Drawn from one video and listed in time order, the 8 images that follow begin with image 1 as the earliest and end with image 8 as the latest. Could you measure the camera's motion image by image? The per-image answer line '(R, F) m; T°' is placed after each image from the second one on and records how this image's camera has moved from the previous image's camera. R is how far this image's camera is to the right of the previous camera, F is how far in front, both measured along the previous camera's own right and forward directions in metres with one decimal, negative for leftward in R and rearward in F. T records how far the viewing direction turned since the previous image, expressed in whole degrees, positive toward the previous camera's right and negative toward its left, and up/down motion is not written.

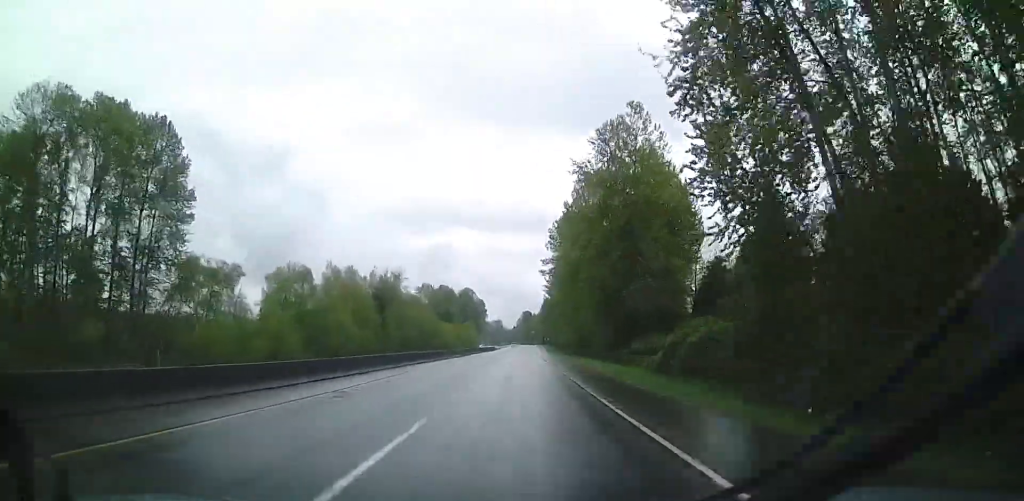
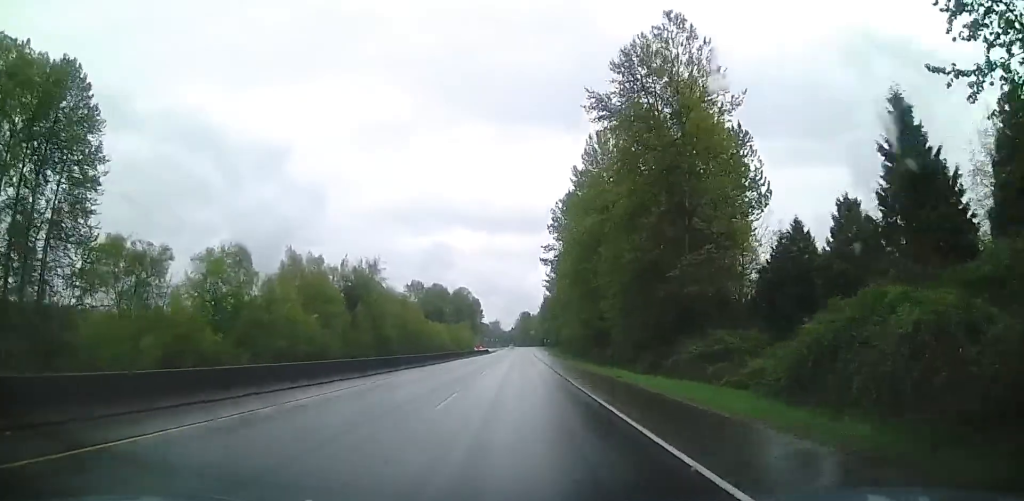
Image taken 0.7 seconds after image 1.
(-0.1, +18.2) m; -1°
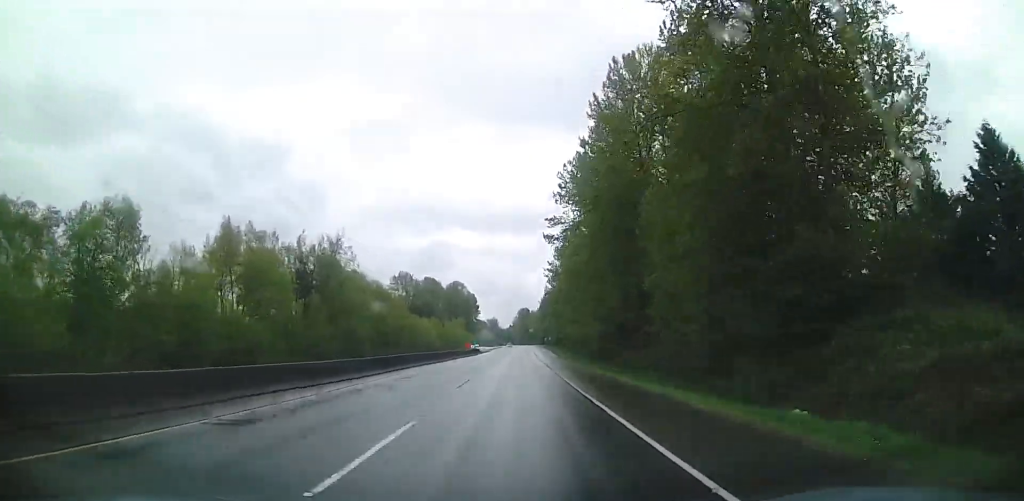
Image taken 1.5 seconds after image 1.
(-0.4, +20.0) m; 0°
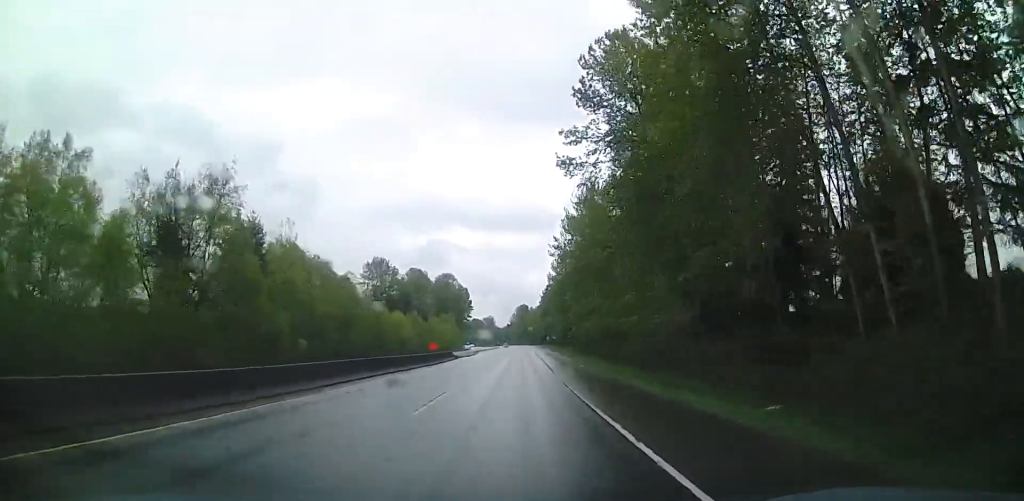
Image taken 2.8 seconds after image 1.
(+0.4, +32.0) m; 0°
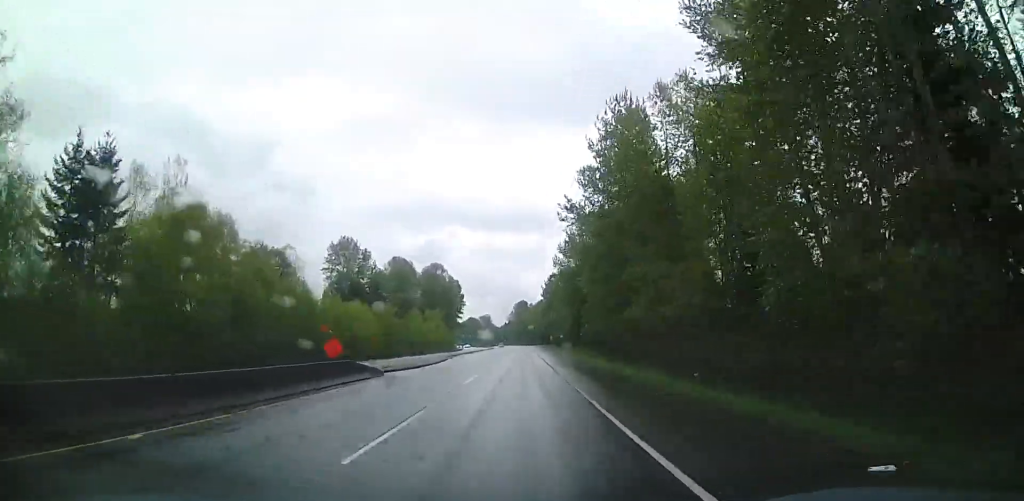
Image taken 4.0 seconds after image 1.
(-0.6, +30.0) m; 0°
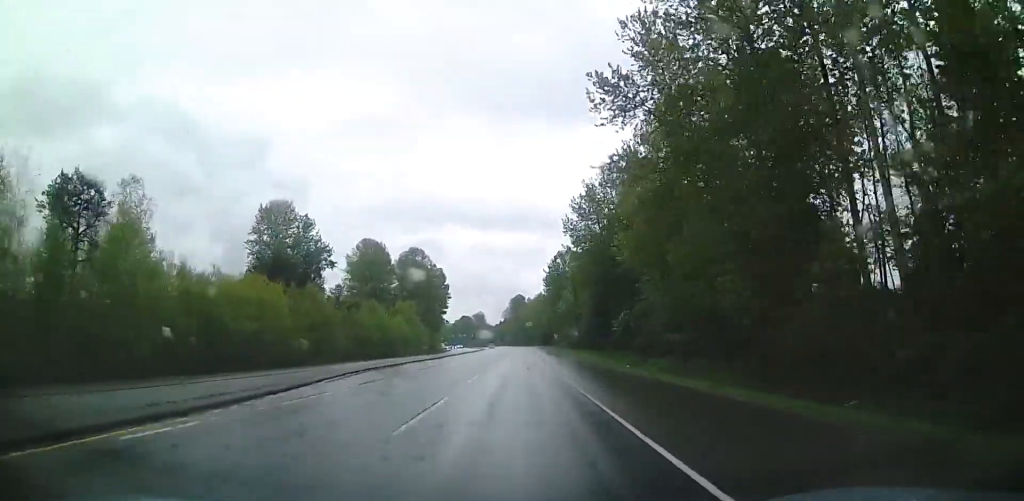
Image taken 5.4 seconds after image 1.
(+0.6, +36.8) m; +1°
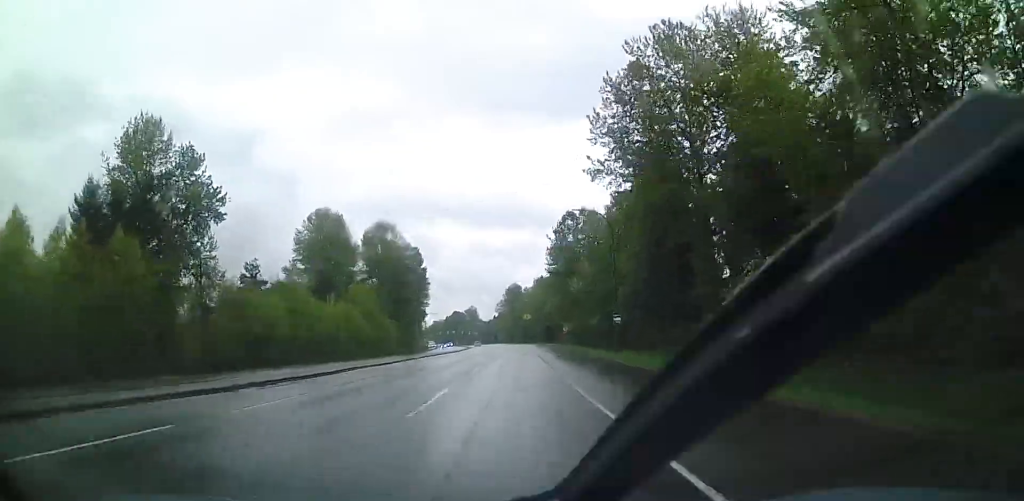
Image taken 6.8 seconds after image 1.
(0.0, +37.1) m; +1°
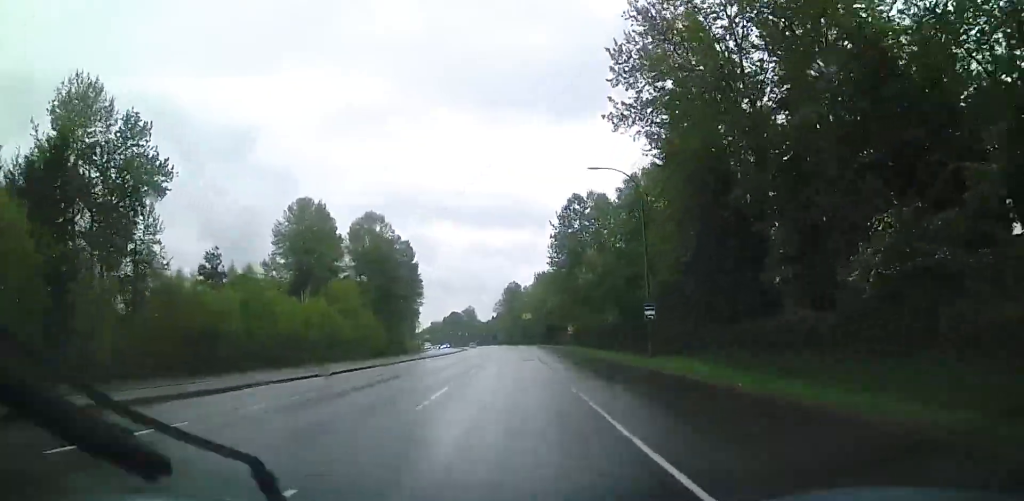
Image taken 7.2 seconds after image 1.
(+0.1, +11.3) m; 0°
